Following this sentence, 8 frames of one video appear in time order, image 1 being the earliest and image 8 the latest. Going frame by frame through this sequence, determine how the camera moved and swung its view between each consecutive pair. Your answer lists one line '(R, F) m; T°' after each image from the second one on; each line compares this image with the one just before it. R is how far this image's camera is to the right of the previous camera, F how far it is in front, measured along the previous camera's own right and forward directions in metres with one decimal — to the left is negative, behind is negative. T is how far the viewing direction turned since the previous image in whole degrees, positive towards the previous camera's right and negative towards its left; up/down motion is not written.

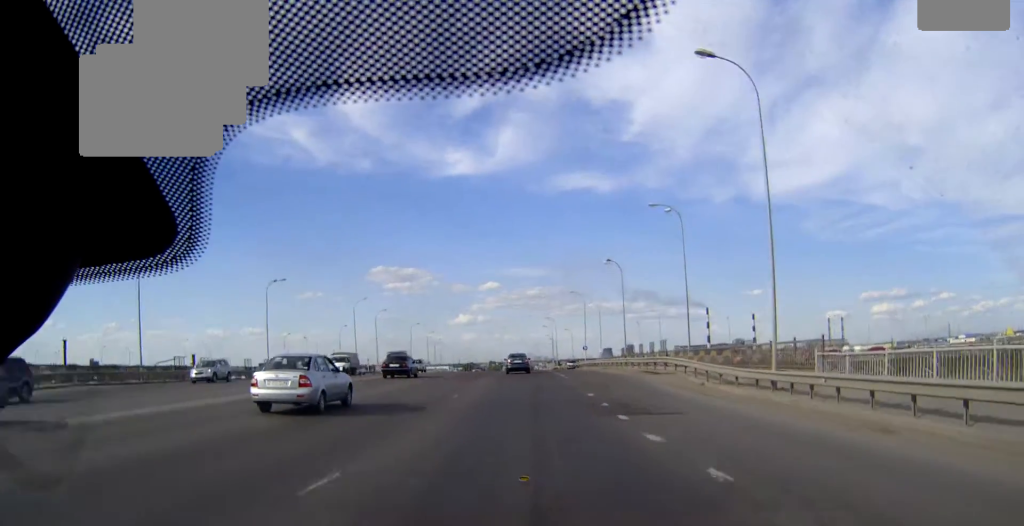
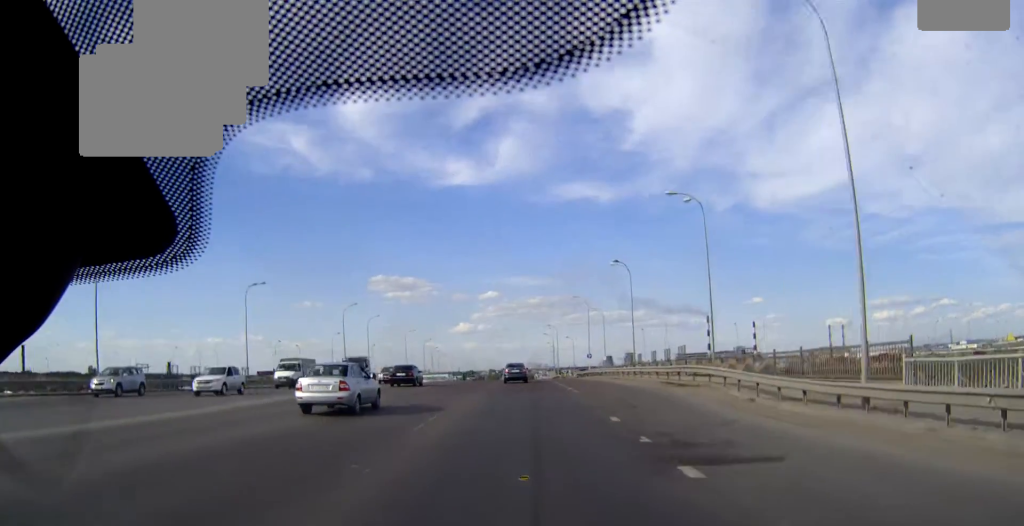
(0.0, +7.0) m; 0°
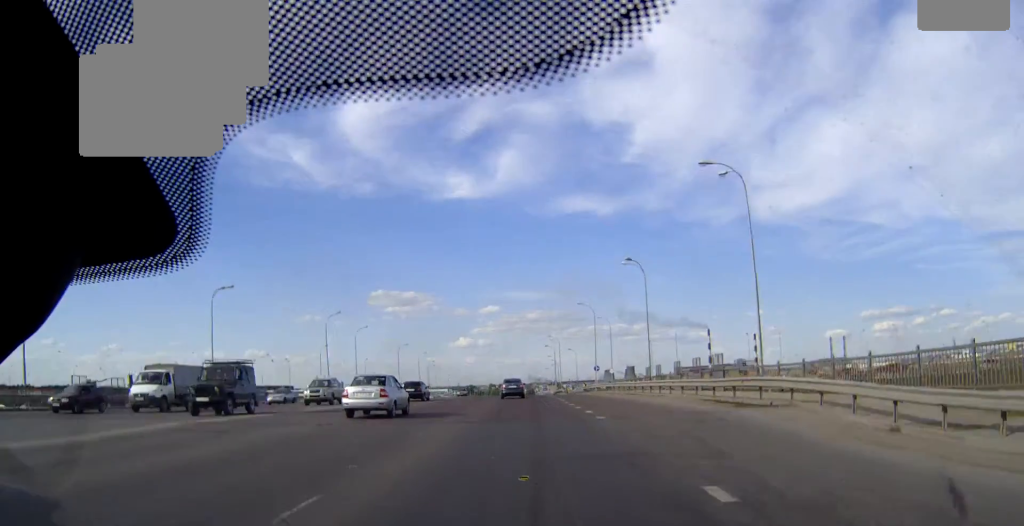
(0.0, +9.8) m; 0°
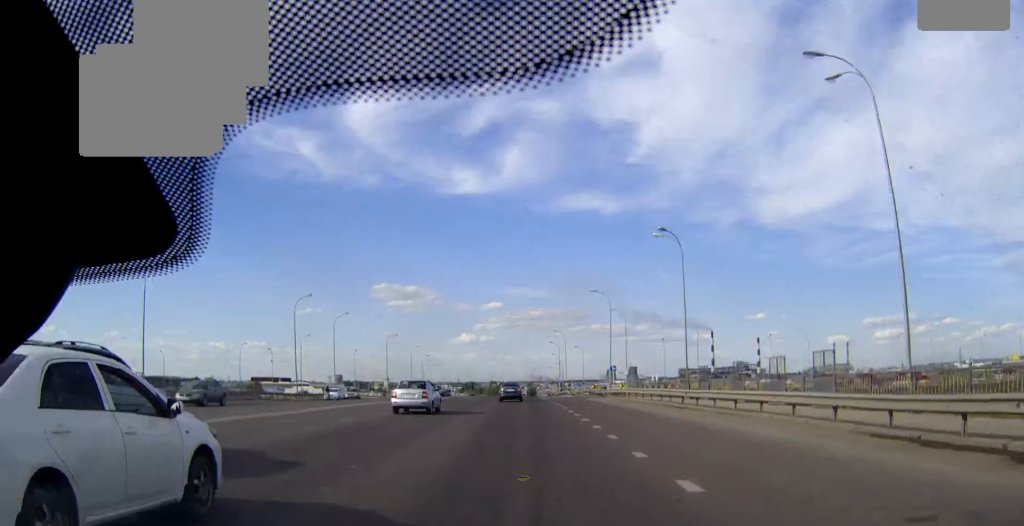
(0.0, +15.1) m; 0°
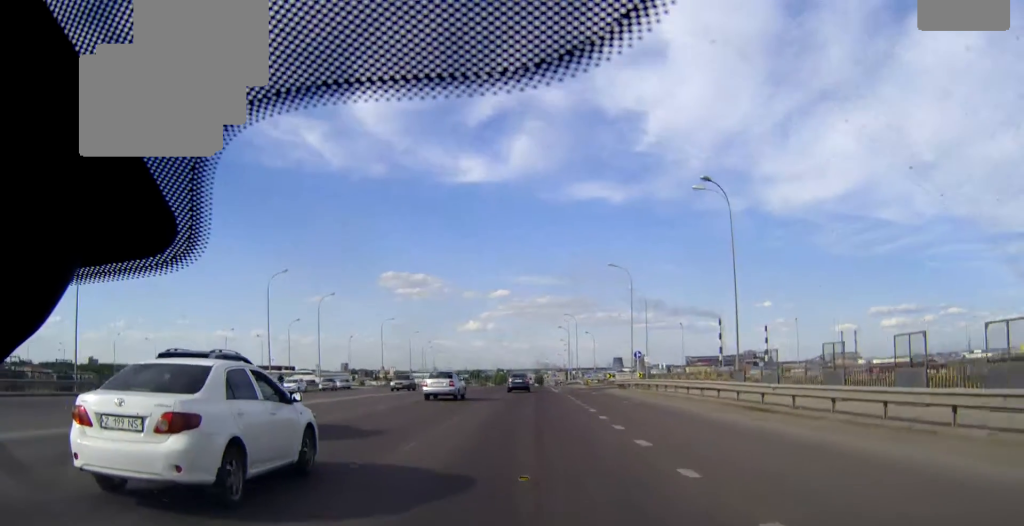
(0.0, +11.3) m; 0°
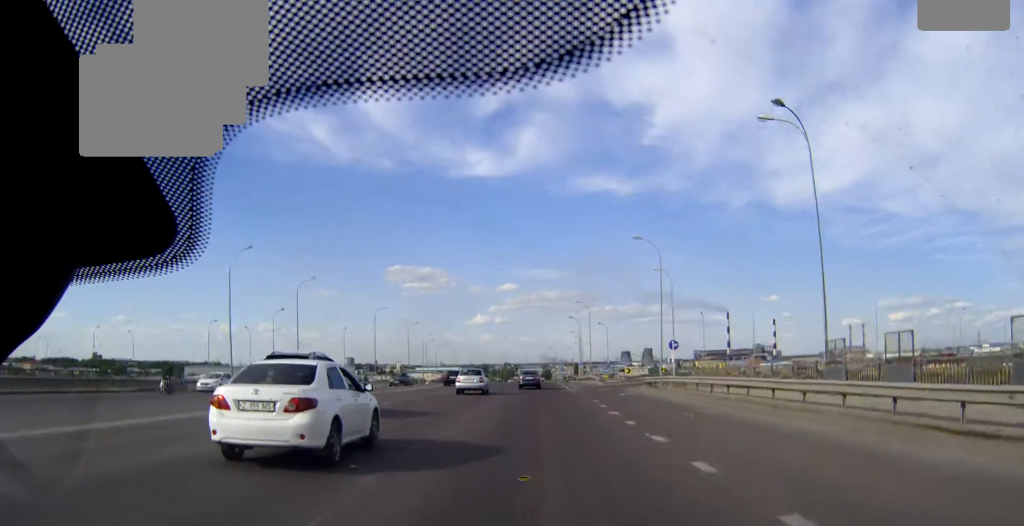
(0.0, +11.7) m; -1°
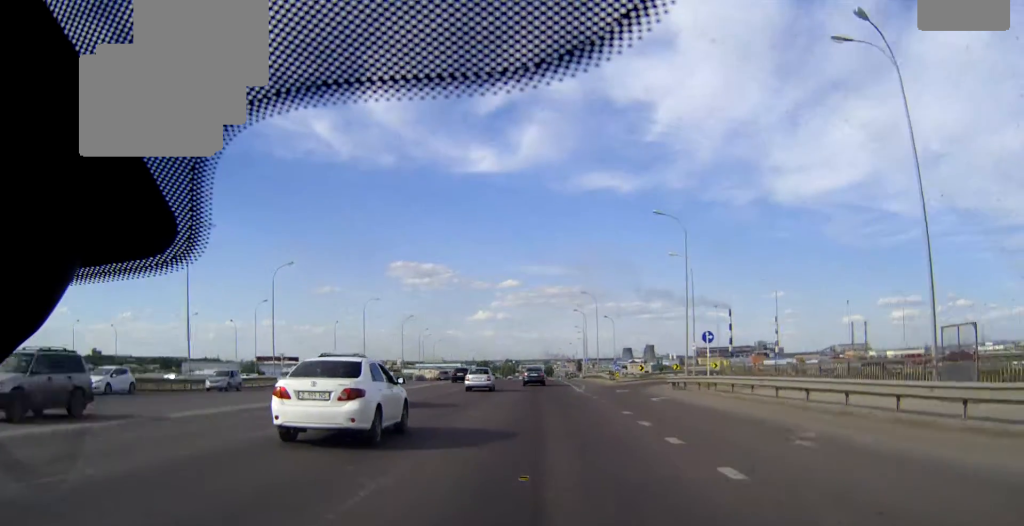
(-0.1, +8.7) m; 0°
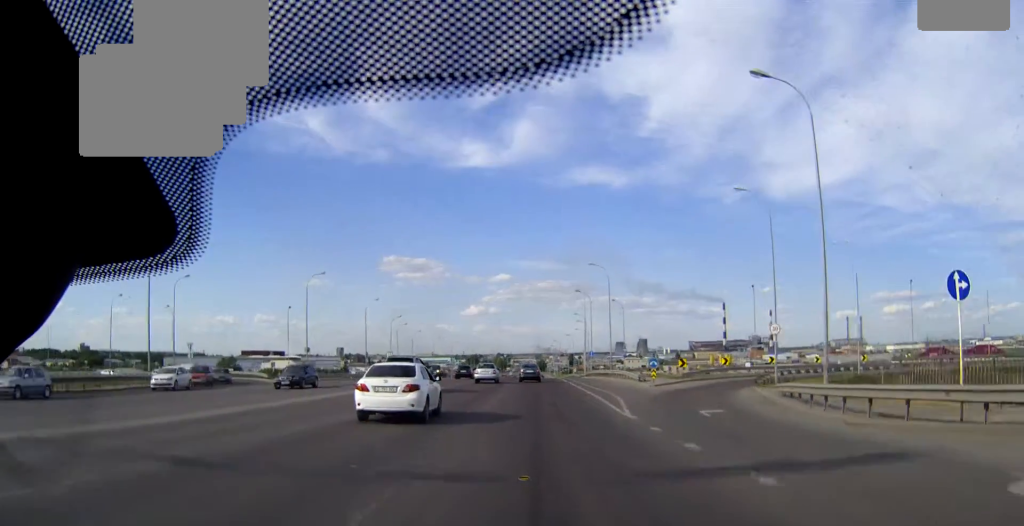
(0.0, +24.6) m; 0°
